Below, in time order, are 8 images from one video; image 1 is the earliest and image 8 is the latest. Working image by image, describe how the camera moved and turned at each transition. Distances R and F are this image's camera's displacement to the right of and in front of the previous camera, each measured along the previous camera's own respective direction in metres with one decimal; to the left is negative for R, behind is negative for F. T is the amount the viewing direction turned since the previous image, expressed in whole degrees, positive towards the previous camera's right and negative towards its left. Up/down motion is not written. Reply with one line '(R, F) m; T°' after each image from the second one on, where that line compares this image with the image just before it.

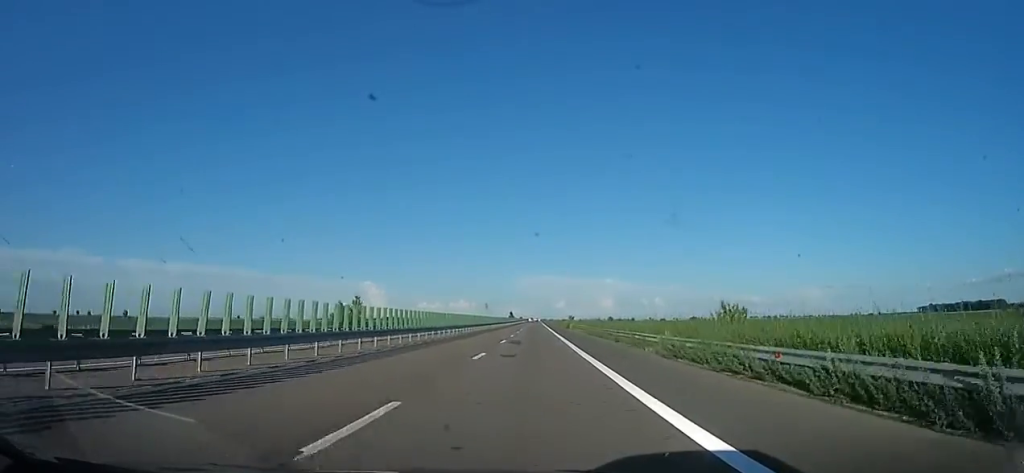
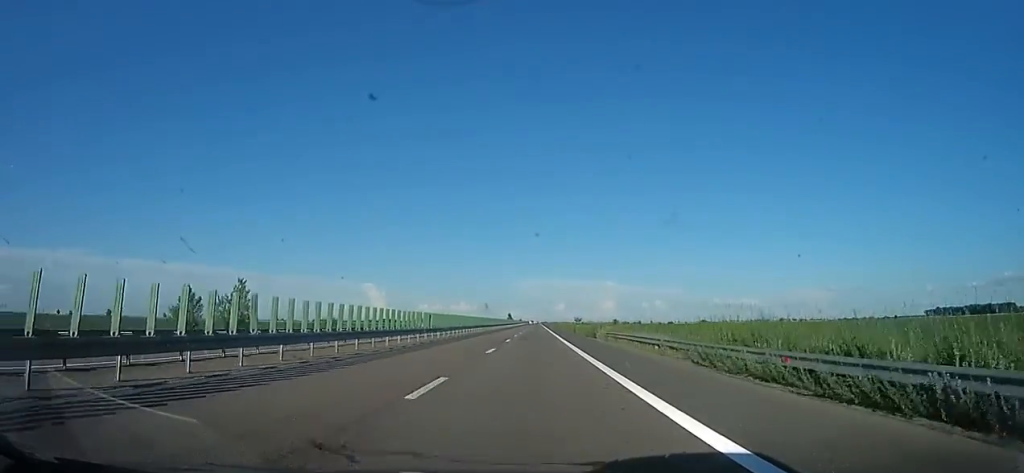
(0.0, +32.4) m; 0°
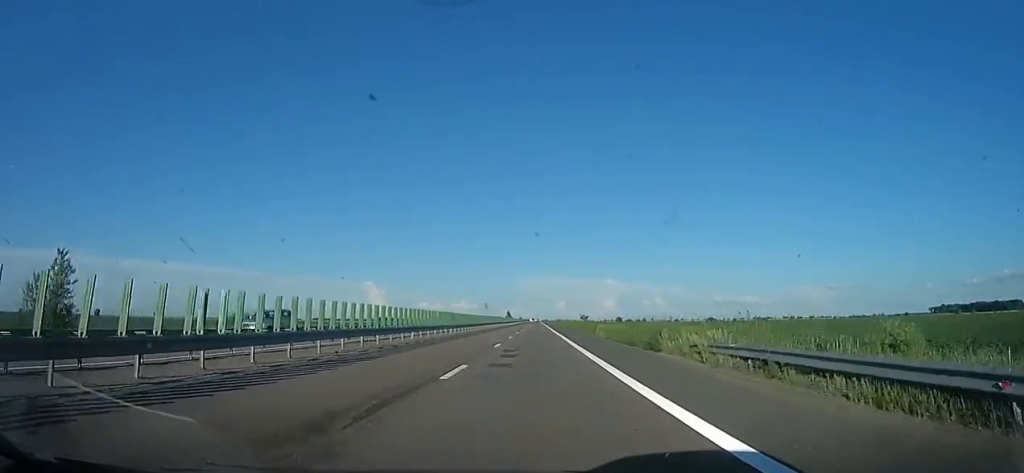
(0.0, +21.5) m; 0°
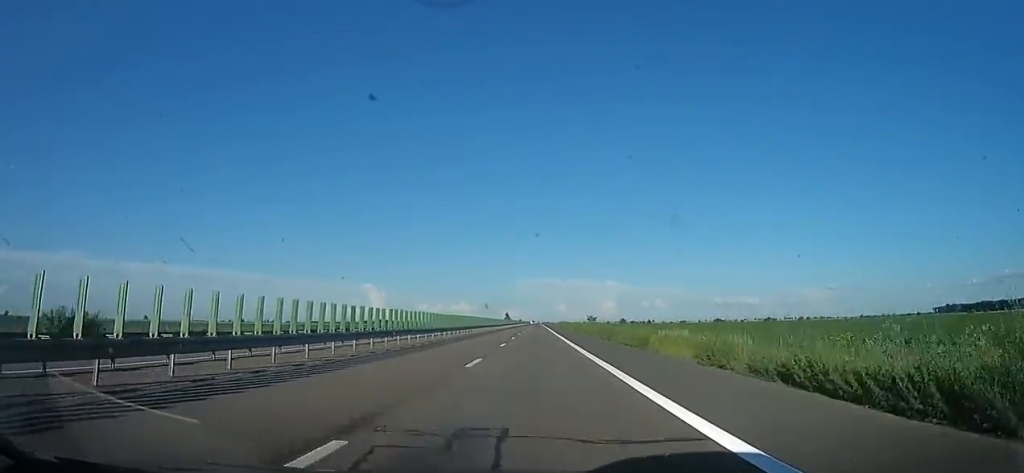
(0.0, +20.9) m; 0°
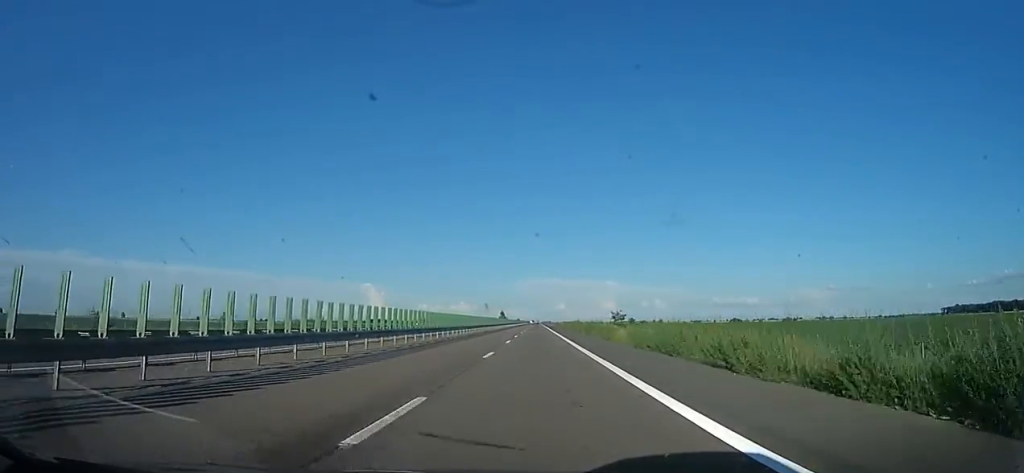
(0.0, +45.0) m; -2°
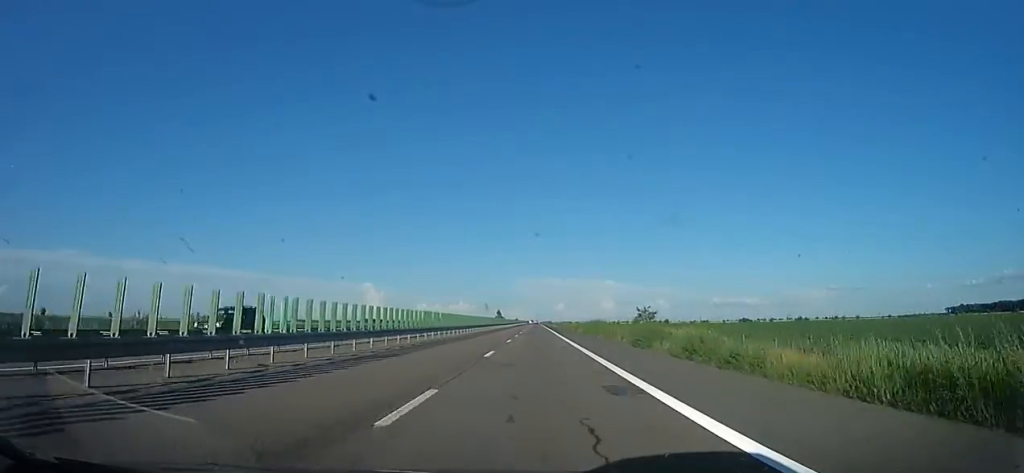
(-0.6, +23.3) m; -1°
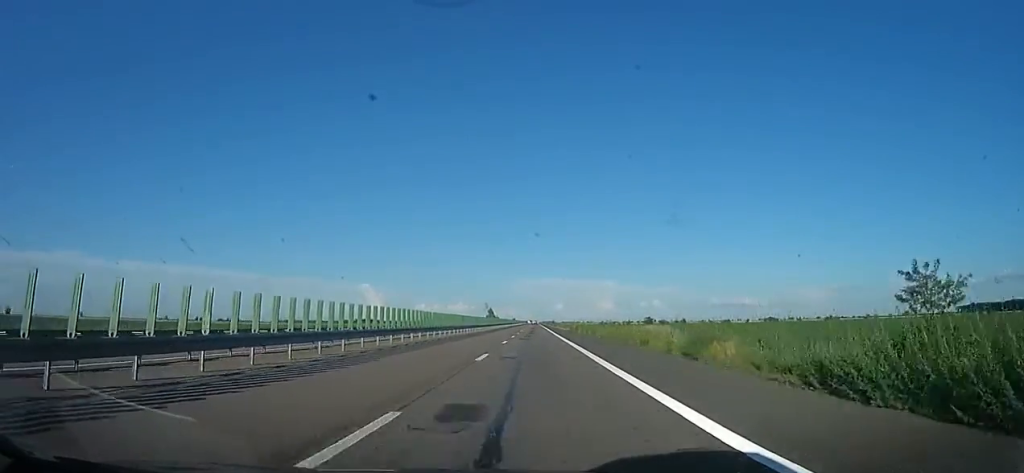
(+0.4, +50.4) m; +2°
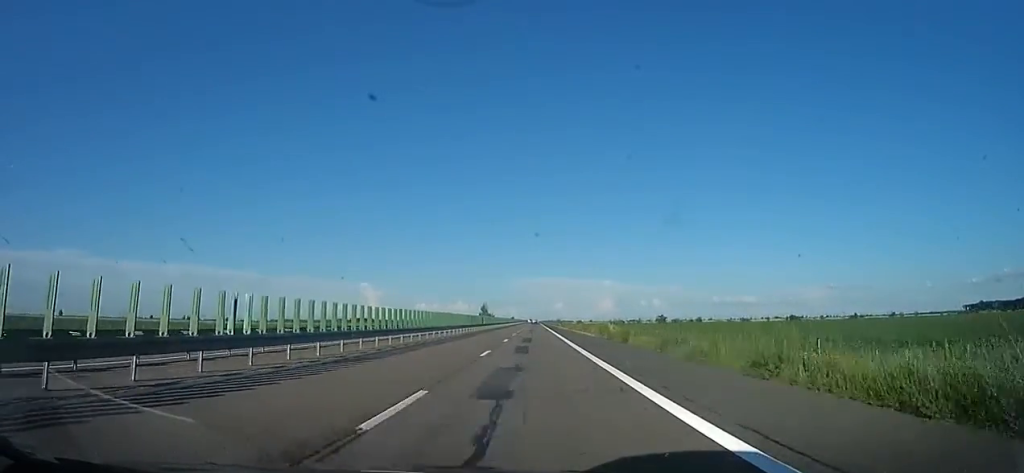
(+0.2, +33.5) m; 0°
